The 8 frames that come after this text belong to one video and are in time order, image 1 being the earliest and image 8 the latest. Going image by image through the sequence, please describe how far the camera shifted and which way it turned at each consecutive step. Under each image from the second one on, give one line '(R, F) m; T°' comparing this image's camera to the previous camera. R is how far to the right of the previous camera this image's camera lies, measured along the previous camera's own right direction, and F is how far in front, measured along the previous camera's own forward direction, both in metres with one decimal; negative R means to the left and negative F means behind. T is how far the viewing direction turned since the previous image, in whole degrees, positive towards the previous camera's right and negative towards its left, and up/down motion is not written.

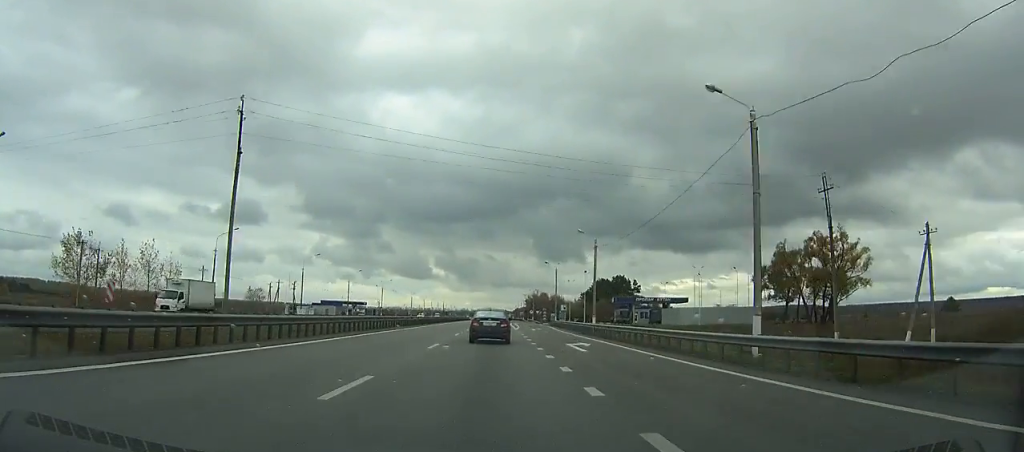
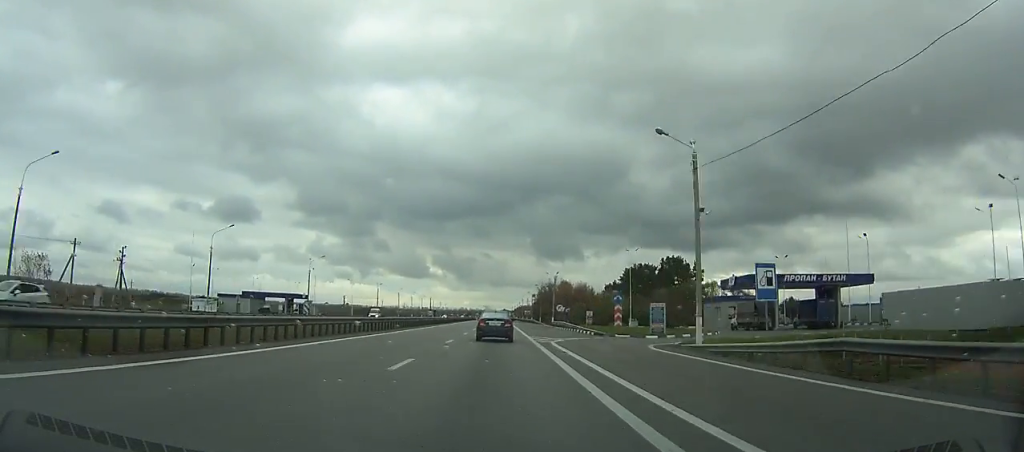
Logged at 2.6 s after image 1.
(+1.3, +68.7) m; +1°
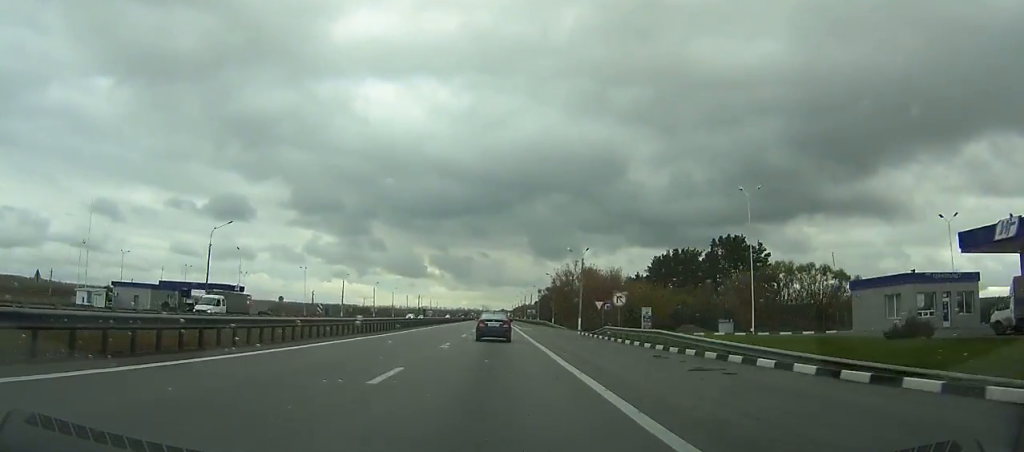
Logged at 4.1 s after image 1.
(+0.1, +39.4) m; 0°
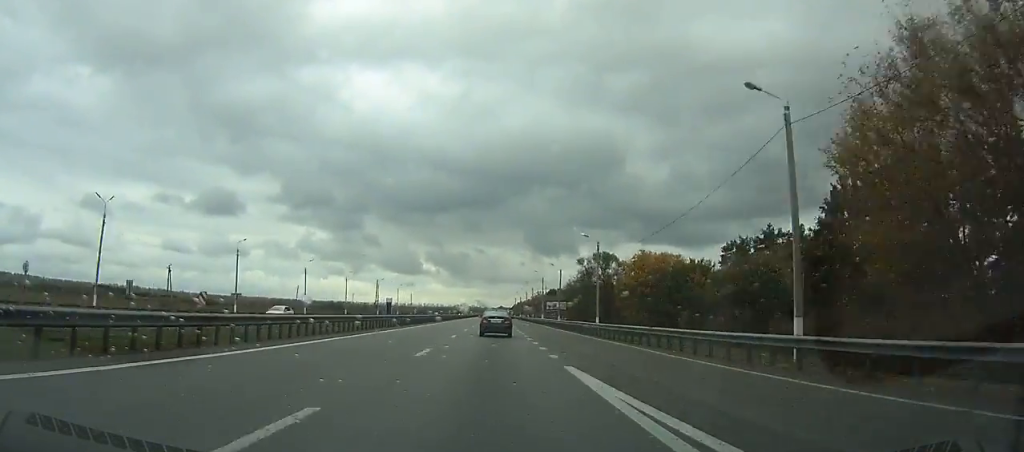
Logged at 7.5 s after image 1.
(-0.1, +89.4) m; 0°
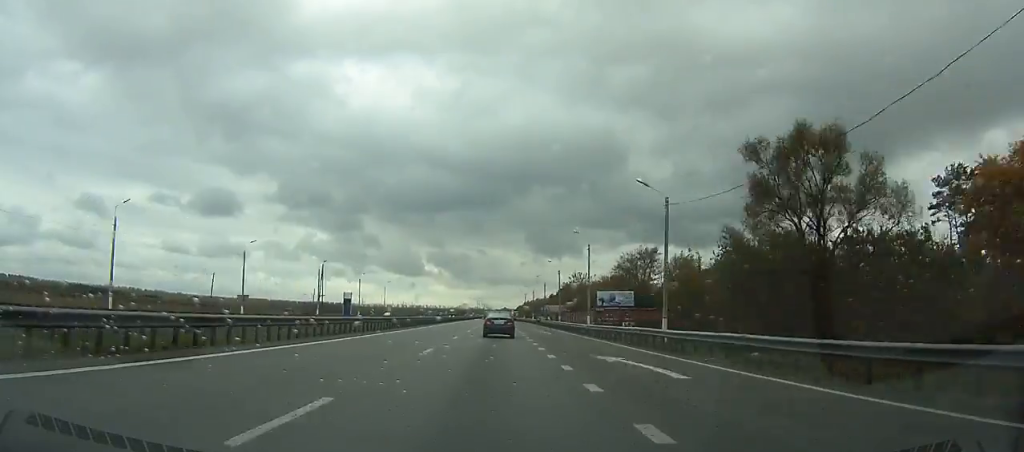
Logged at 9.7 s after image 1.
(-0.1, +58.0) m; 0°
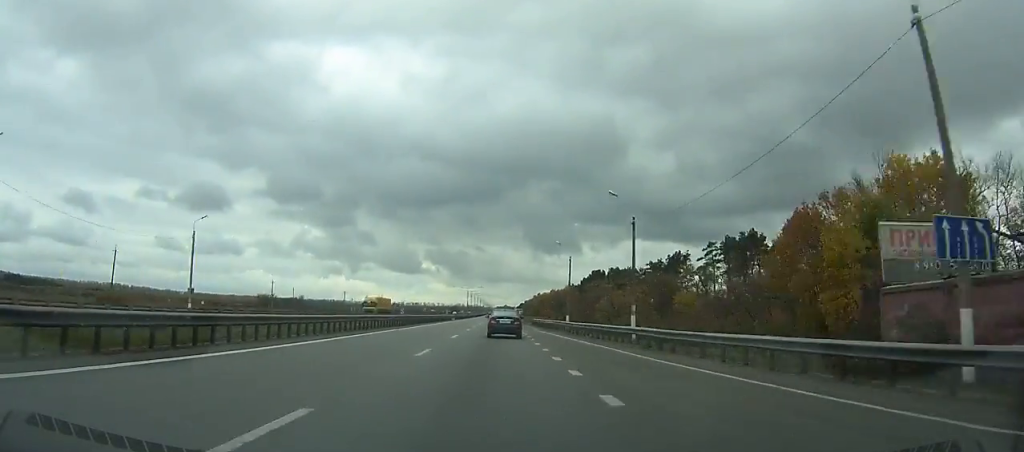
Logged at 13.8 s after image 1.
(-0.3, +108.7) m; 0°
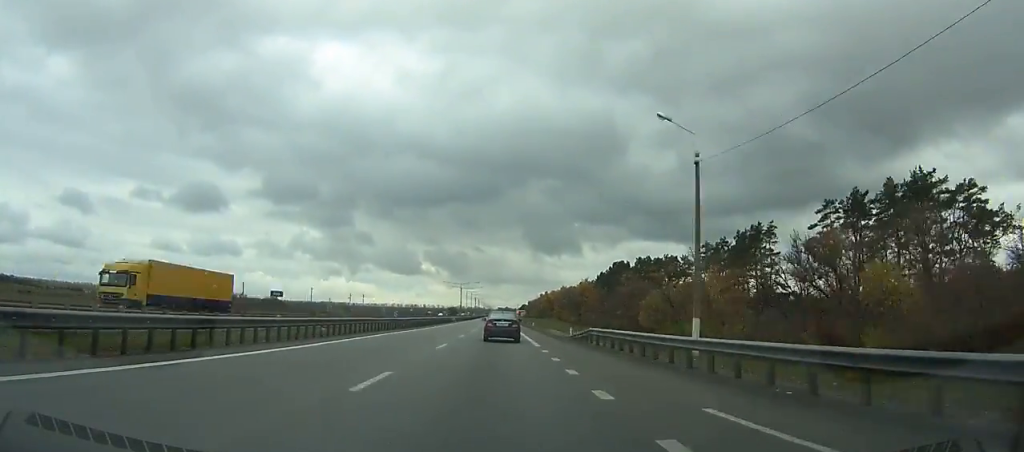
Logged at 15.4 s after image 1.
(0.0, +42.5) m; 0°
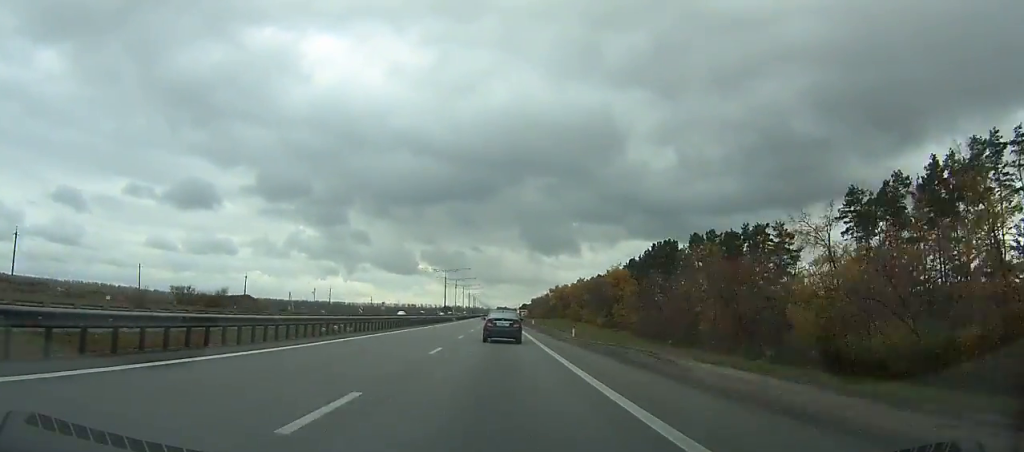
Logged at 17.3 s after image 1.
(0.0, +50.3) m; 0°
